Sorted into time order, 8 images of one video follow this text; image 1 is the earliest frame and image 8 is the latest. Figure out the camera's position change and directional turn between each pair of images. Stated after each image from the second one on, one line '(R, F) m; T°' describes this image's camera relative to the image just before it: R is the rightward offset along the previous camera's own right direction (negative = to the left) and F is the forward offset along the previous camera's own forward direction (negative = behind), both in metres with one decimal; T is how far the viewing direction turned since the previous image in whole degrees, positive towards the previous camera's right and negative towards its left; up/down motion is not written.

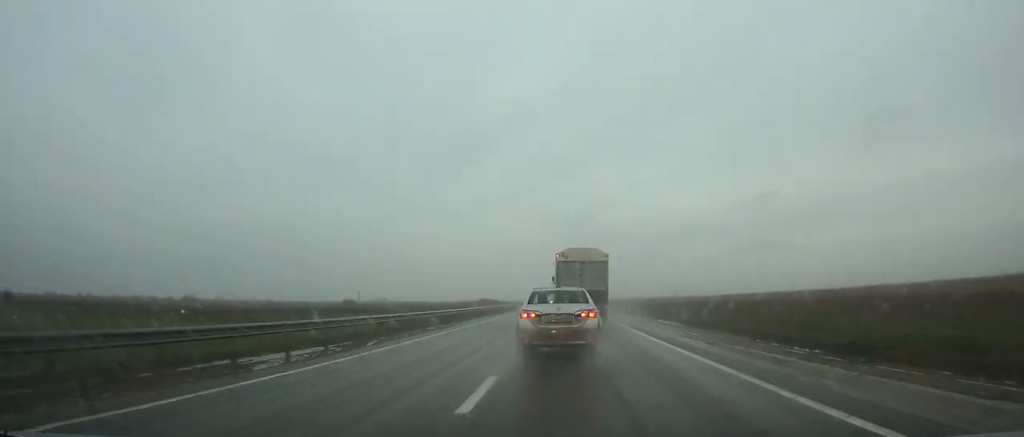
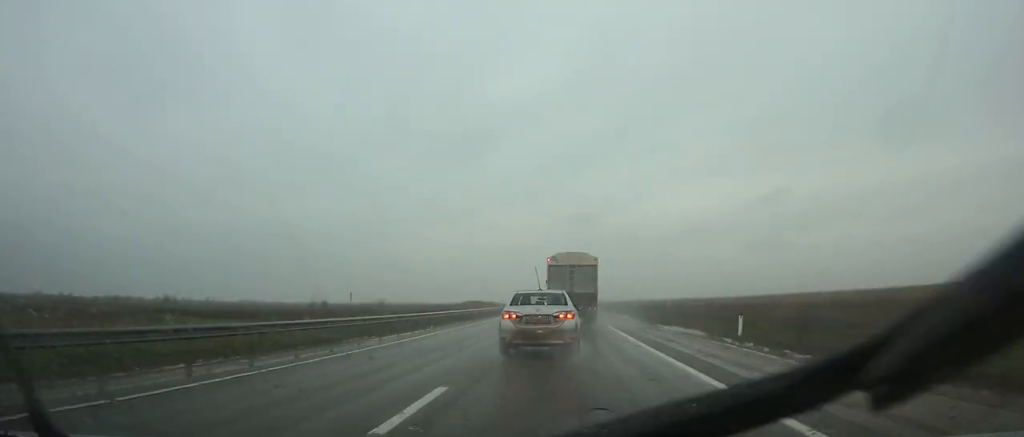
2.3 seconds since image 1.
(+0.1, +37.3) m; 0°
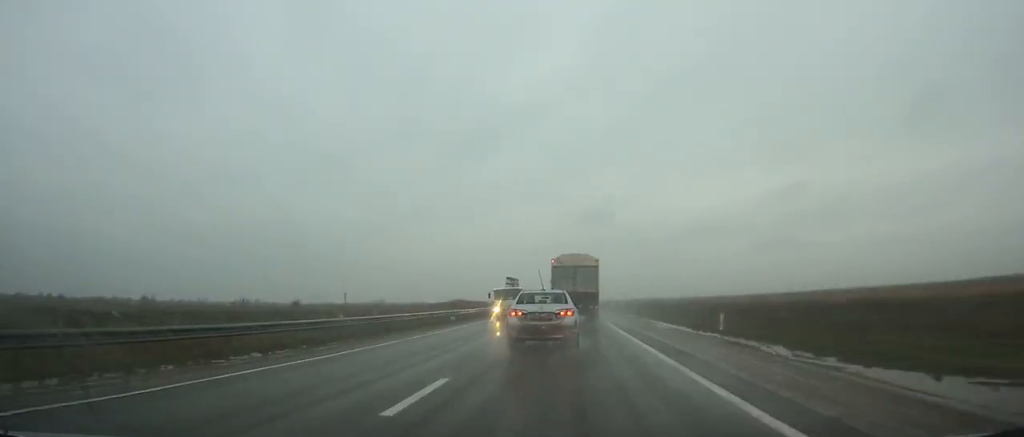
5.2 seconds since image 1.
(-0.2, +46.7) m; -1°
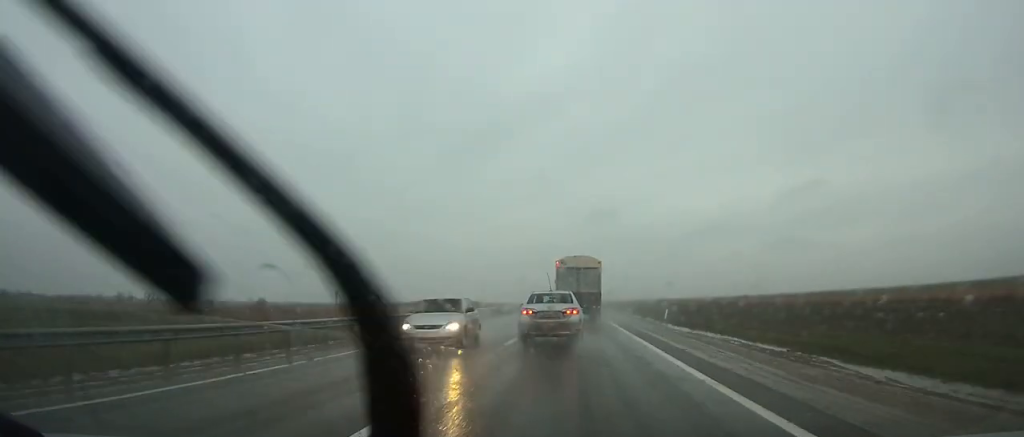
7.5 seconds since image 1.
(-0.3, +37.5) m; 0°
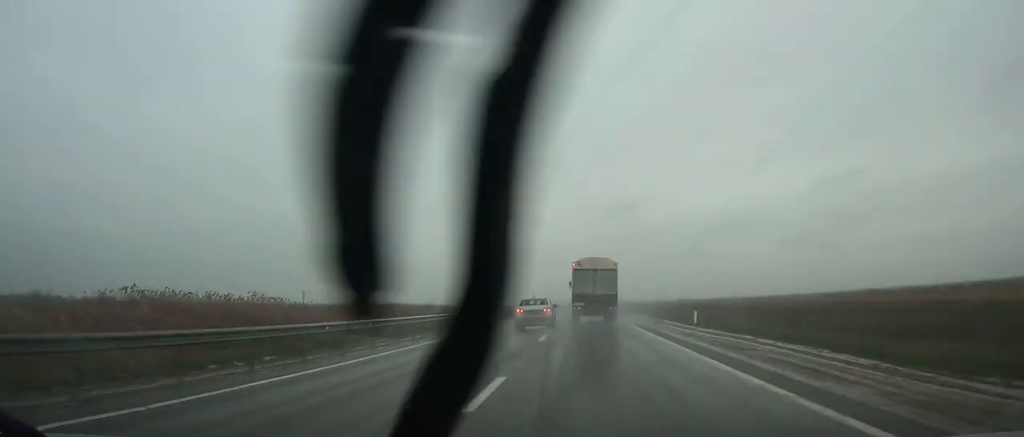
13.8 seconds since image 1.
(-0.4, +110.5) m; -1°
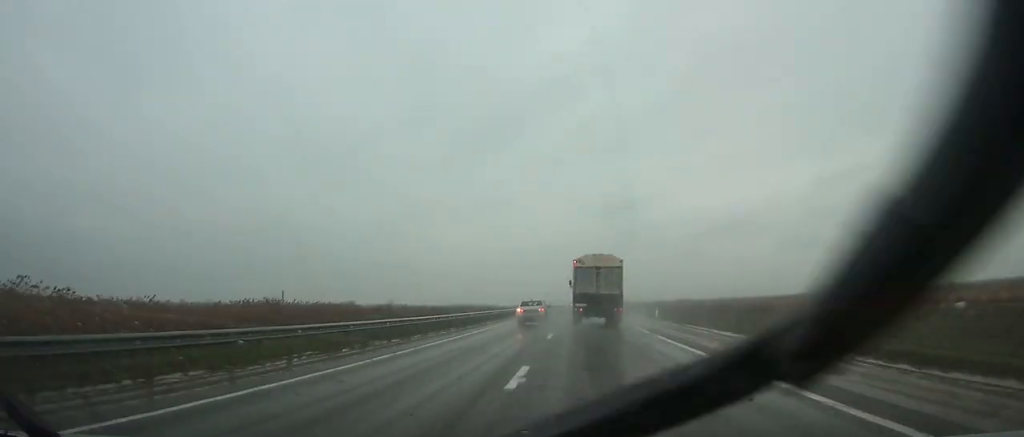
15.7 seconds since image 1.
(-0.1, +38.1) m; 0°
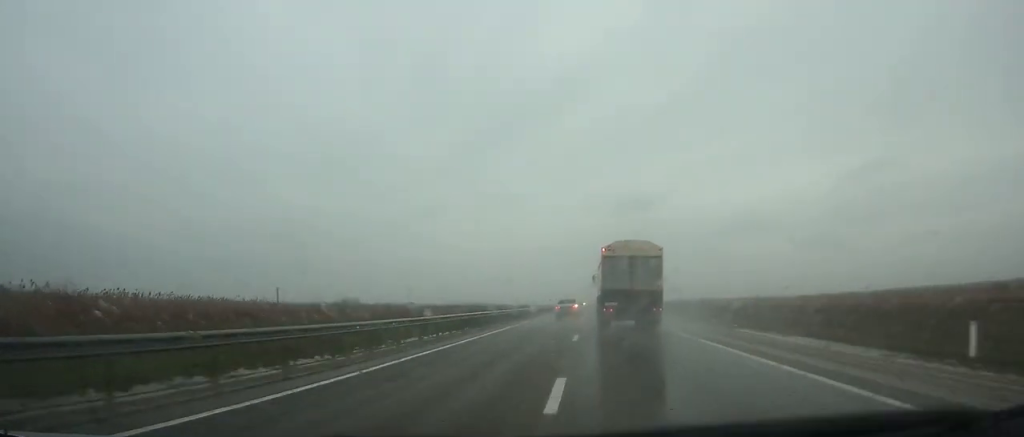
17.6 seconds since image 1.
(-0.1, +39.9) m; 0°
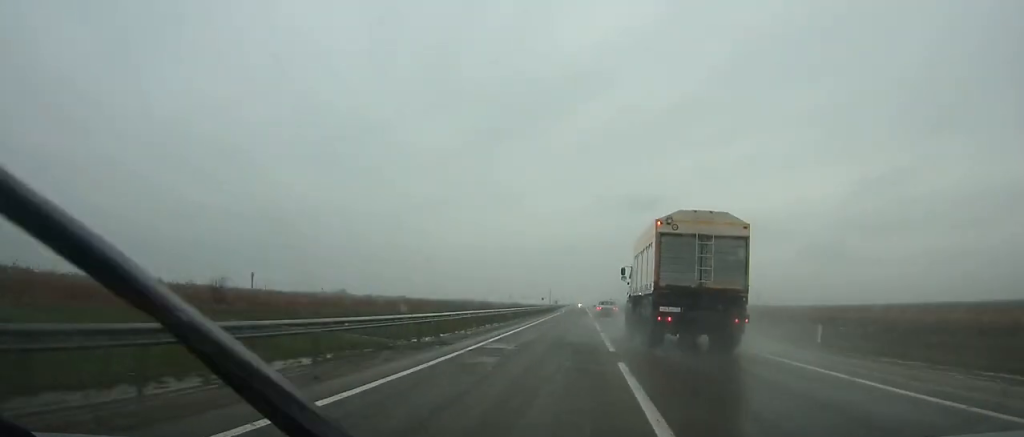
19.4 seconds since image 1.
(+0.1, +41.3) m; +1°
